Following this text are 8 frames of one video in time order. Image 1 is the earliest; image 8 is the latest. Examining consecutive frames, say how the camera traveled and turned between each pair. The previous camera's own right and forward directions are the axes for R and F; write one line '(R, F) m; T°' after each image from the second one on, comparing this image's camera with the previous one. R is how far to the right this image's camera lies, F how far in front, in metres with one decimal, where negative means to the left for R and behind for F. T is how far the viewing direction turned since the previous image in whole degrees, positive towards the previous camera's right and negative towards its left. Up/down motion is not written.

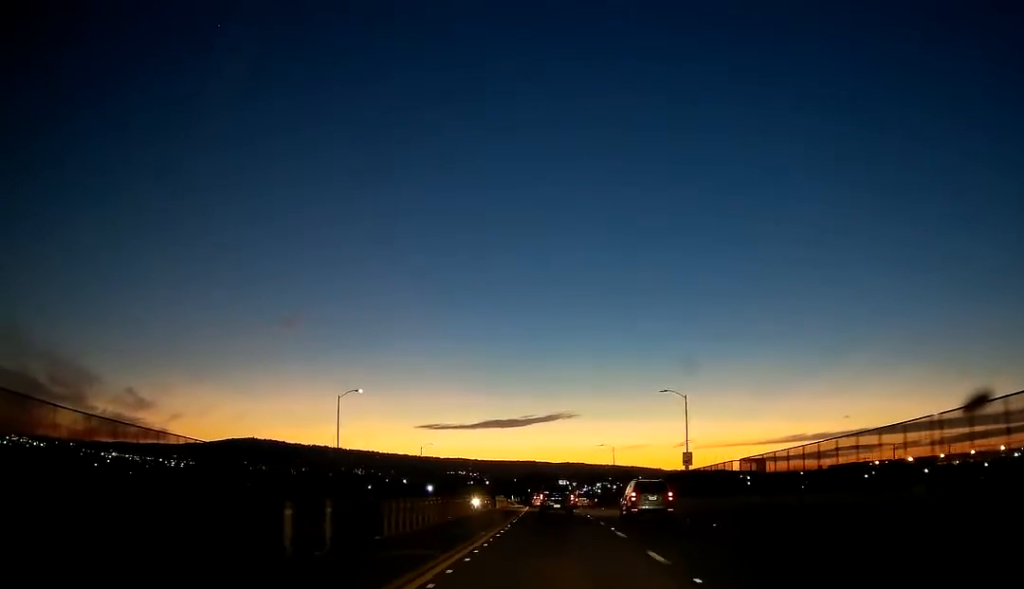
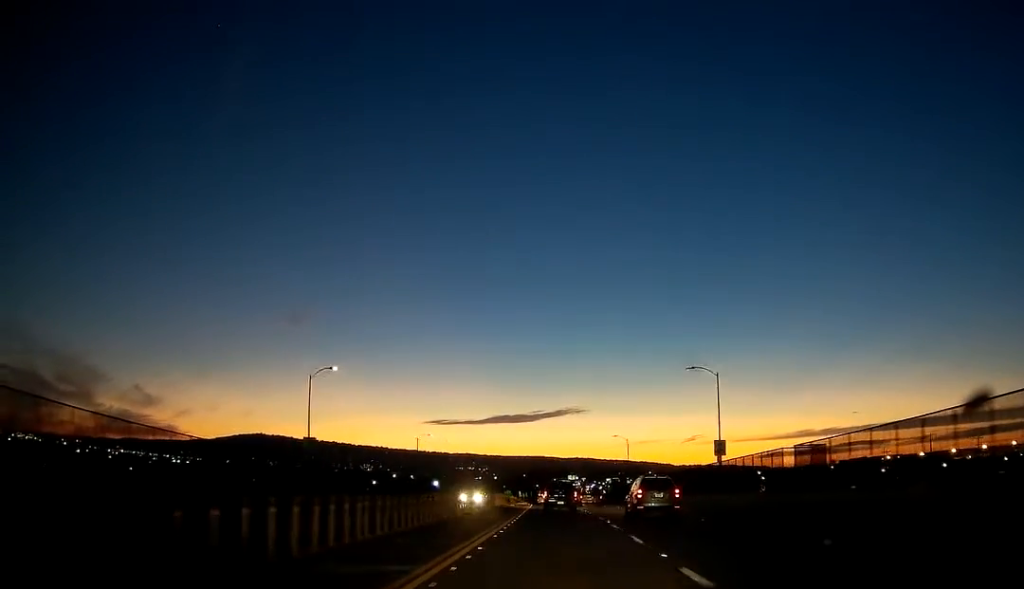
(0.0, +10.5) m; -1°
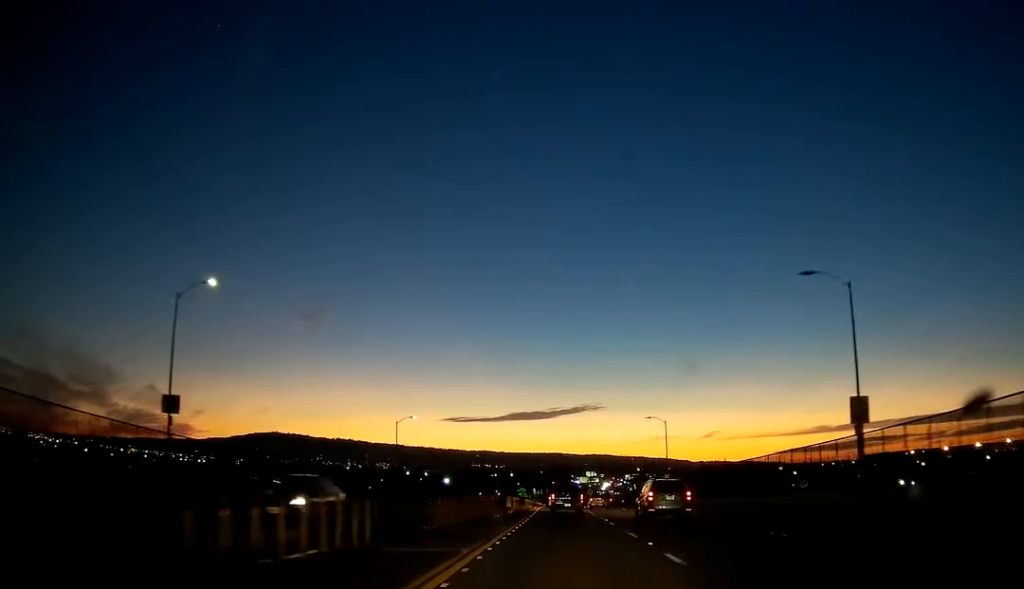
(-0.4, +25.5) m; -2°
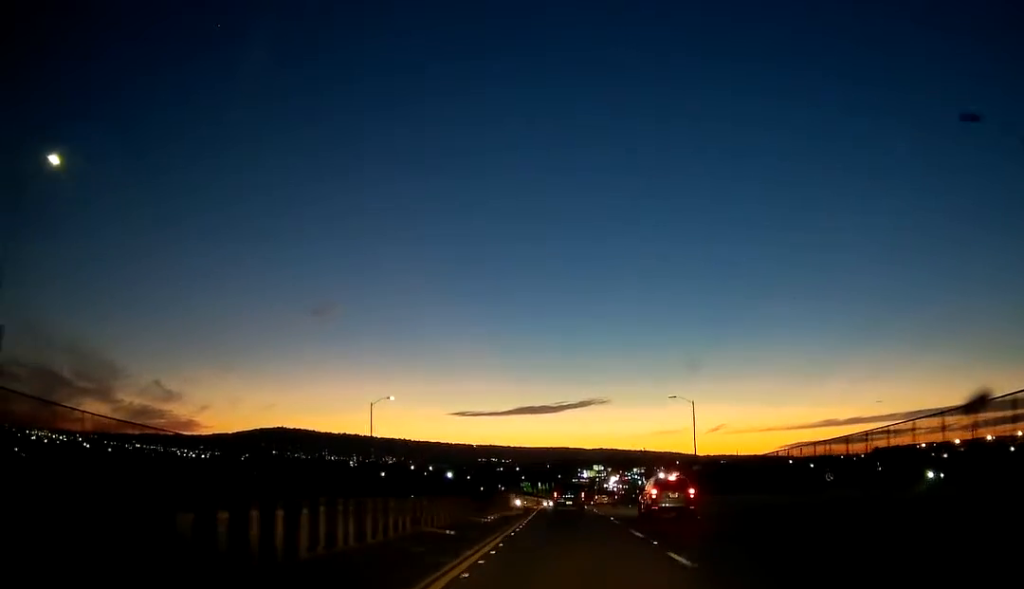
(-0.1, +15.5) m; -1°
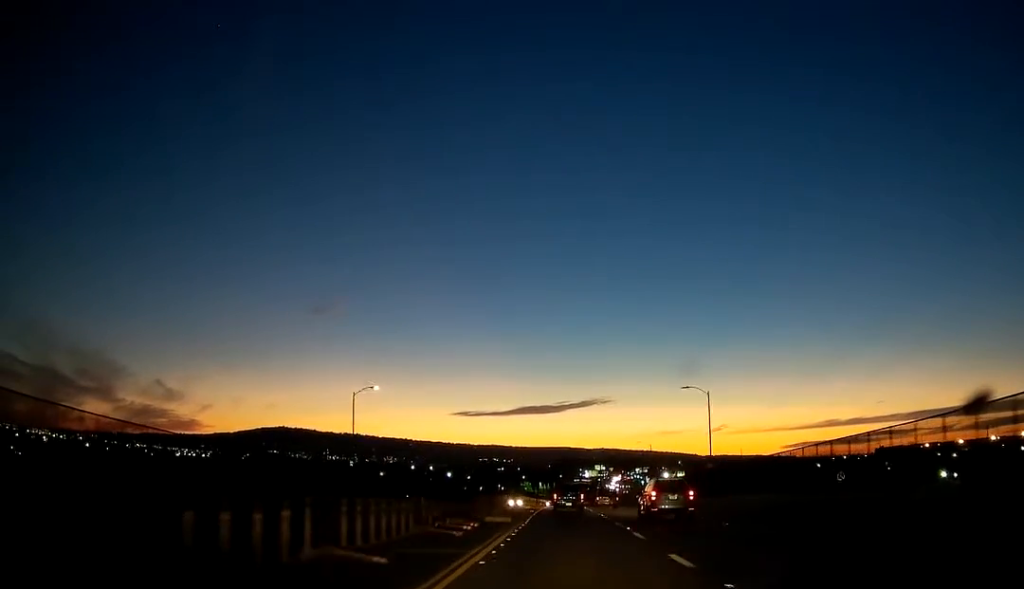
(-0.1, +7.0) m; 0°
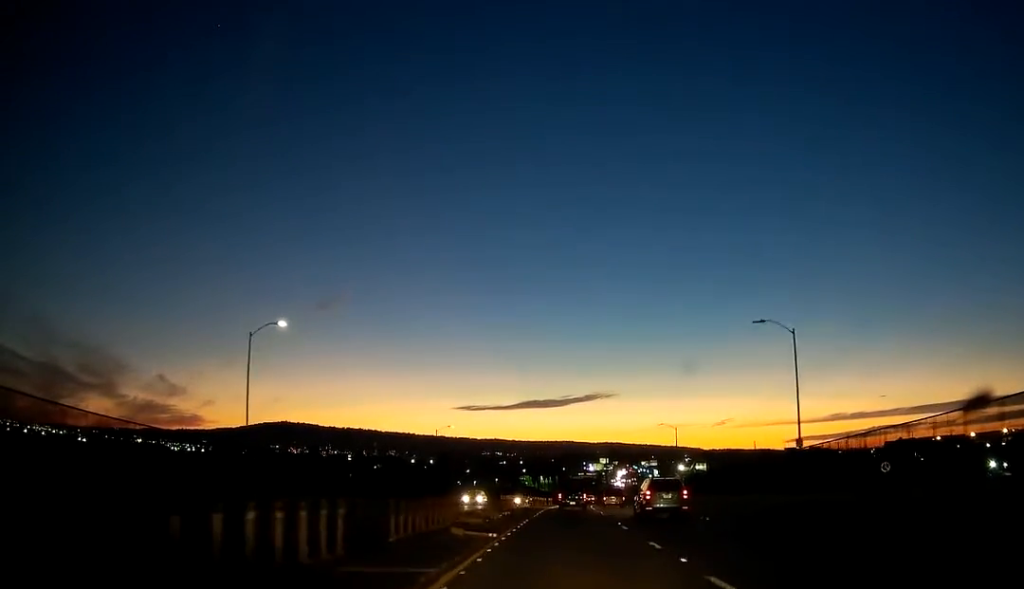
(-0.2, +25.8) m; 0°
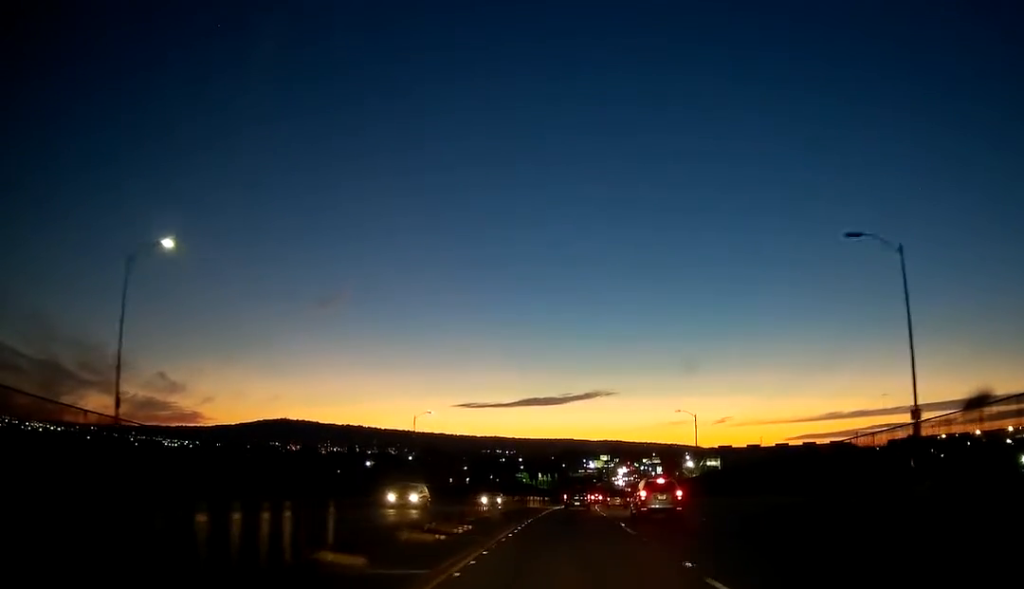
(+0.2, +15.2) m; 0°
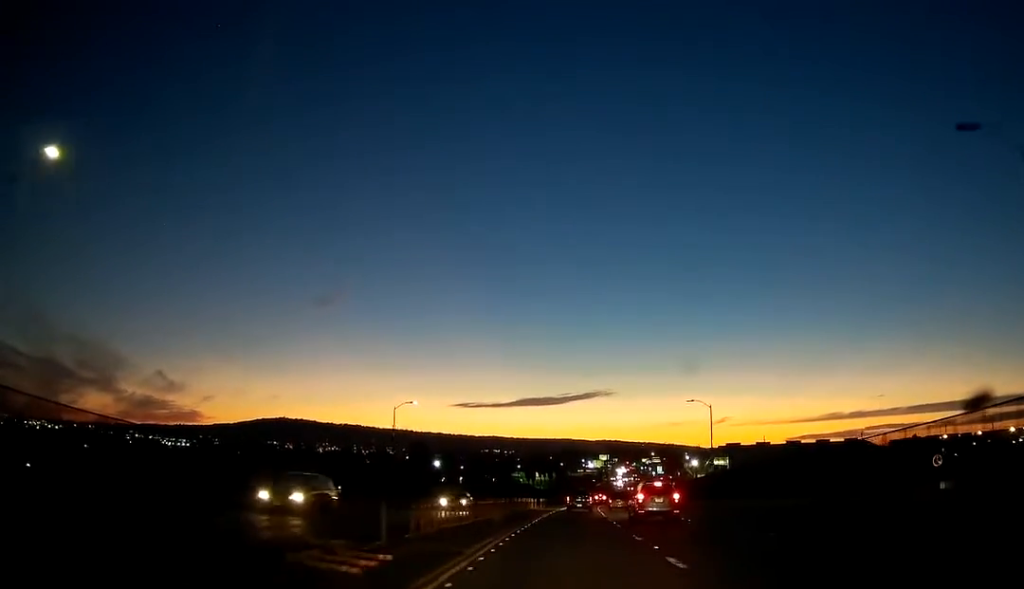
(0.0, +9.4) m; 0°
